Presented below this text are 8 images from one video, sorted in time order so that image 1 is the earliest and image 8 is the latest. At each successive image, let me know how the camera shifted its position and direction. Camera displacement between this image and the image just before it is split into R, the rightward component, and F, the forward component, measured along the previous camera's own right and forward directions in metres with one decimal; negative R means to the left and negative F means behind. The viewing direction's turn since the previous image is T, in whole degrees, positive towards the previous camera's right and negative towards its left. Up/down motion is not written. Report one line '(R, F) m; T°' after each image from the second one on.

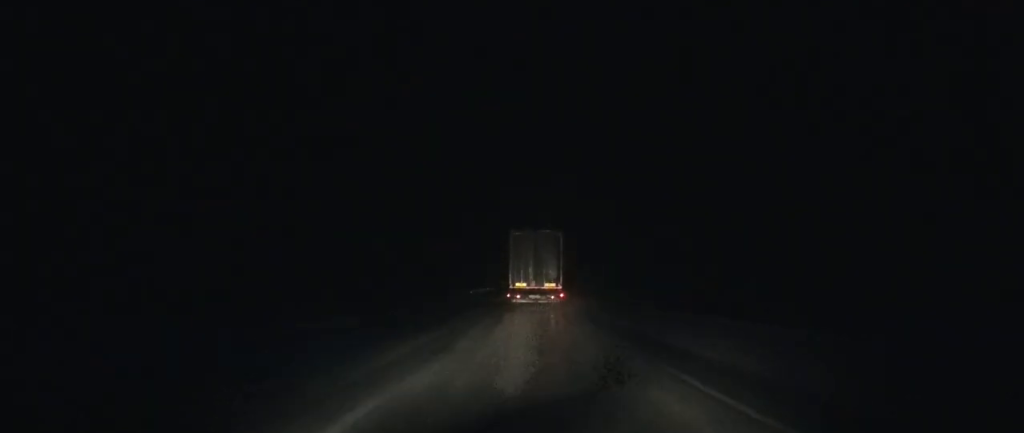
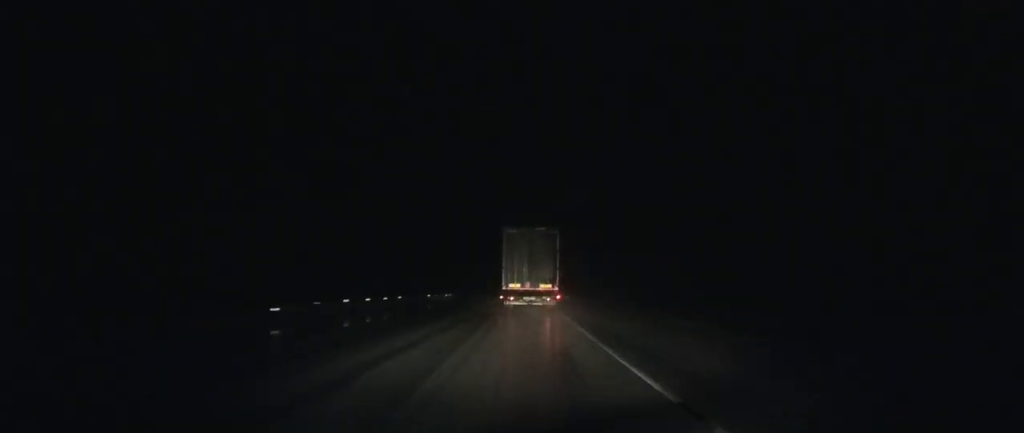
(+0.2, +65.2) m; +1°
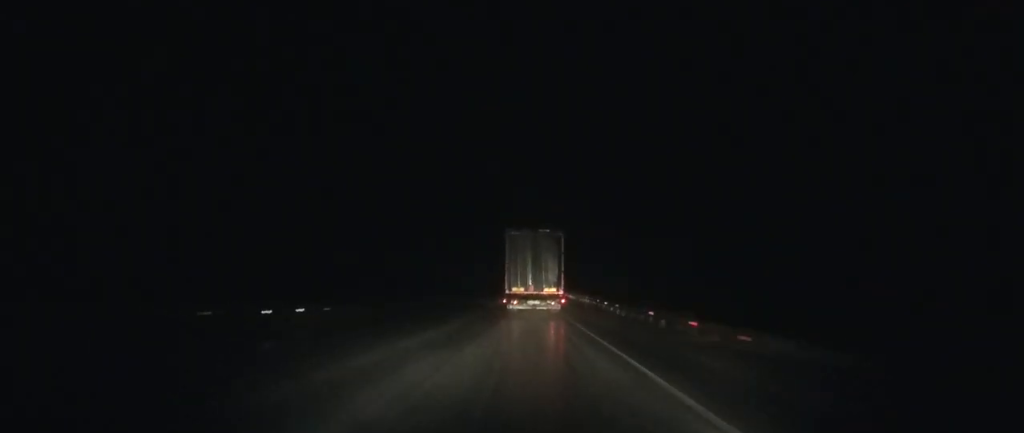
(+0.2, +44.2) m; 0°
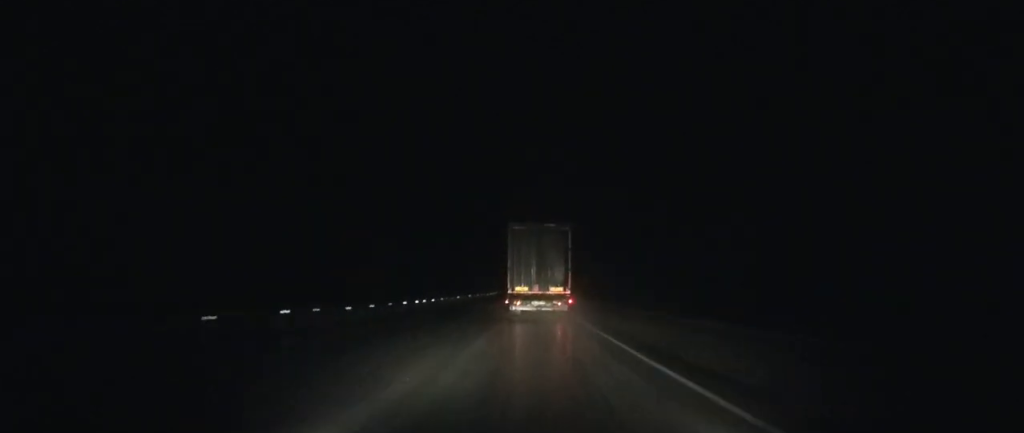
(+3.1, +255.0) m; +1°
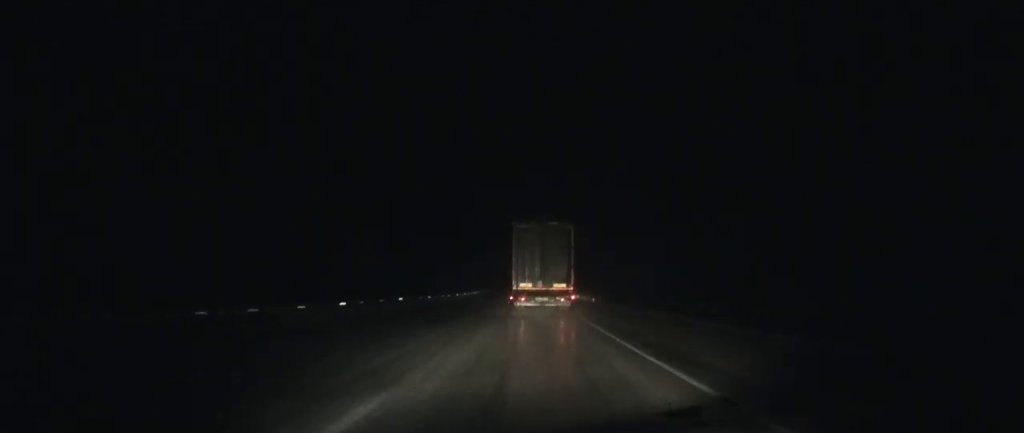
(0.0, +39.5) m; 0°
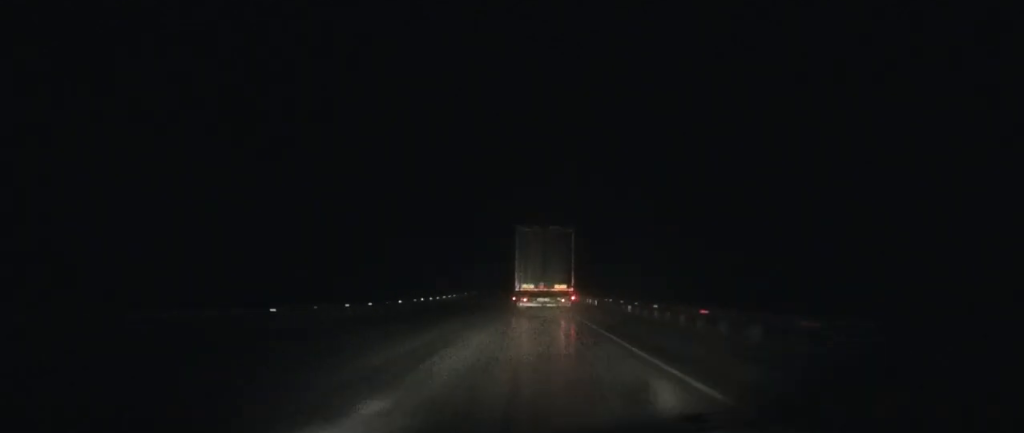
(-0.2, +30.6) m; 0°
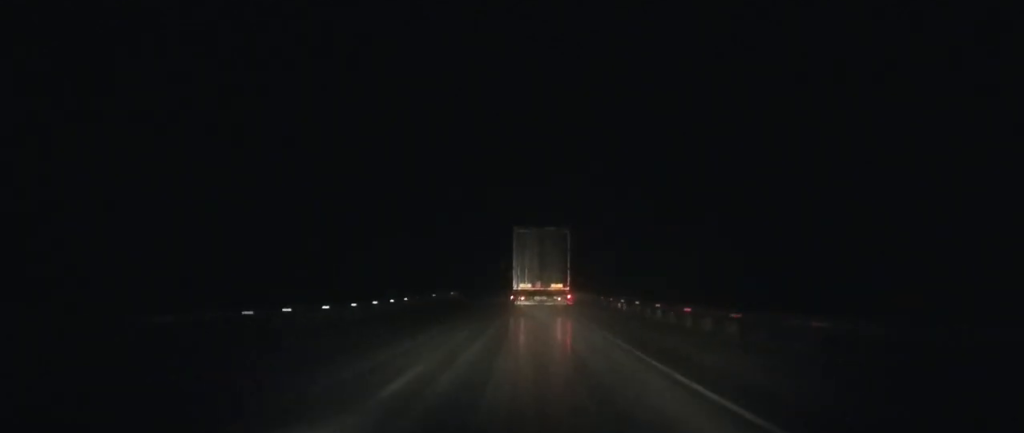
(0.0, +26.6) m; 0°
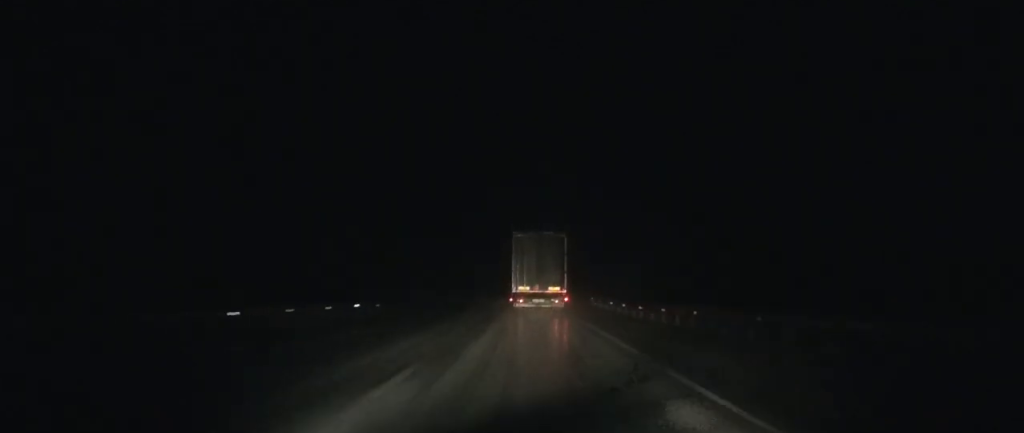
(-0.1, +36.8) m; 0°
